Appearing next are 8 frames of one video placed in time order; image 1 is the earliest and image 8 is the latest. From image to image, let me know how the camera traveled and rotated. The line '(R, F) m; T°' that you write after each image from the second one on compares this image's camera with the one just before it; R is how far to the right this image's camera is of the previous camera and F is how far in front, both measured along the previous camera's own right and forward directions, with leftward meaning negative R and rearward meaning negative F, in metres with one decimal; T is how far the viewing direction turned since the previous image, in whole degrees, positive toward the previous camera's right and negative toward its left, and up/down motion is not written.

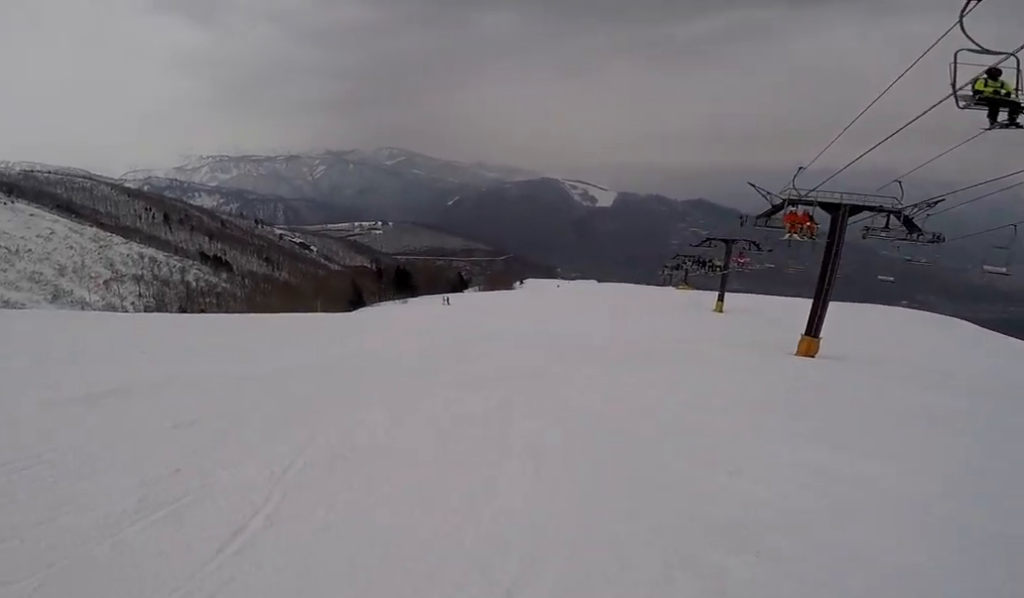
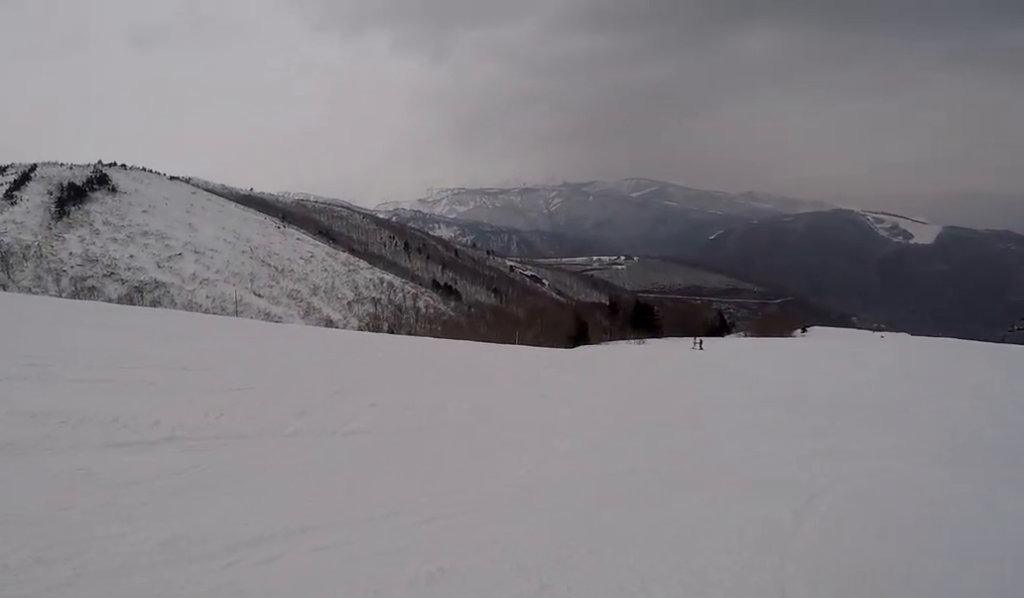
(-3.2, +7.2) m; -44°
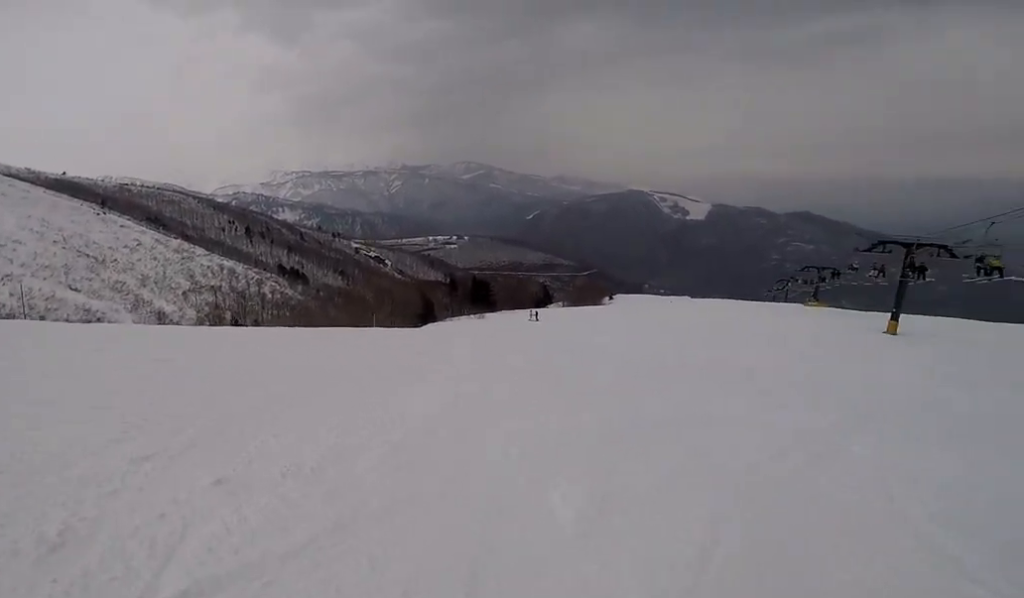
(-0.9, +3.2) m; 0°
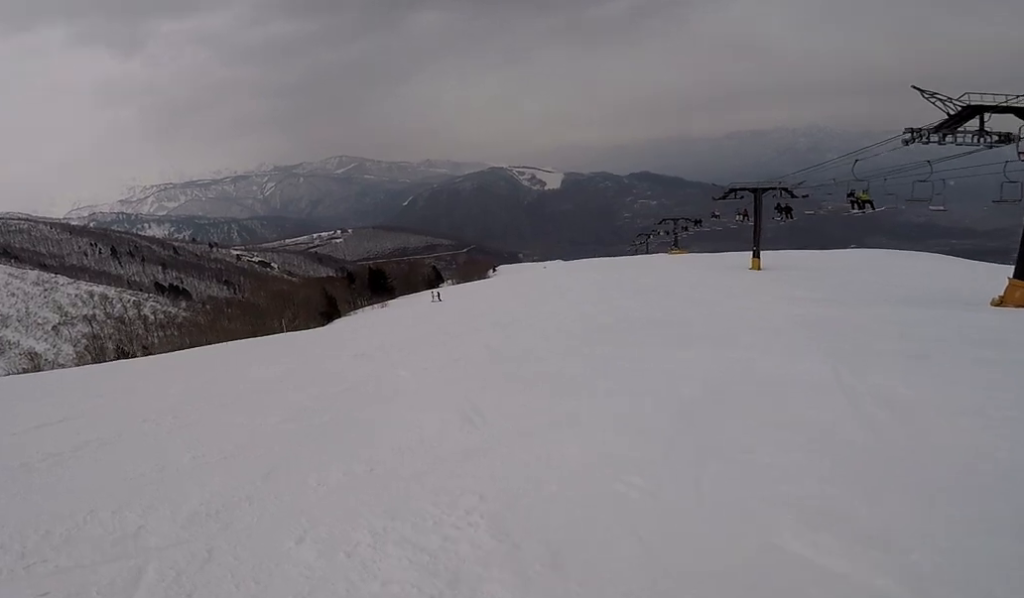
(+0.7, +2.6) m; +16°
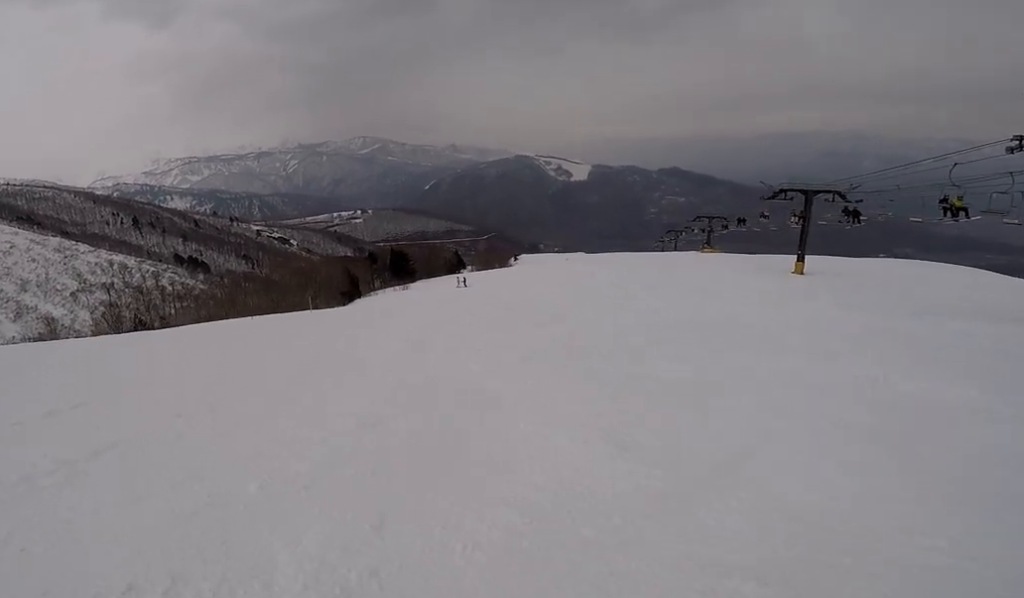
(0.0, +2.0) m; +12°
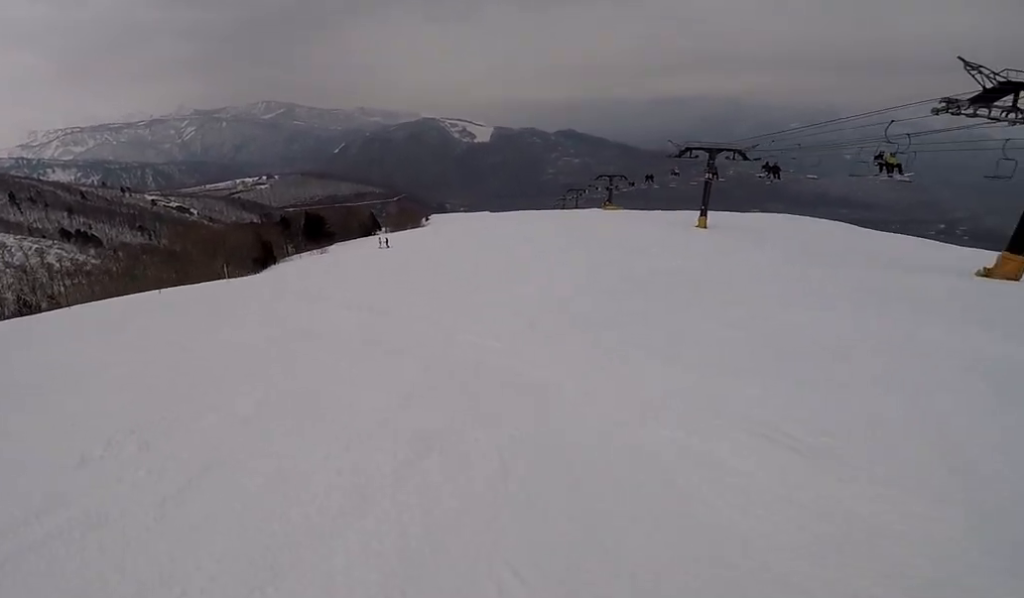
(+0.5, +2.1) m; +11°
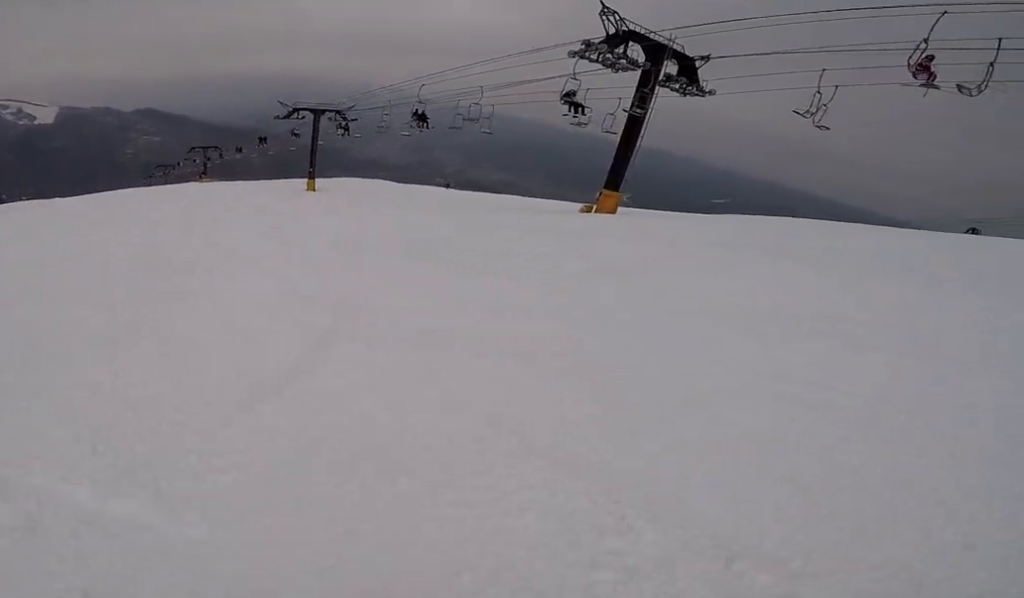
(+1.7, +6.8) m; +43°
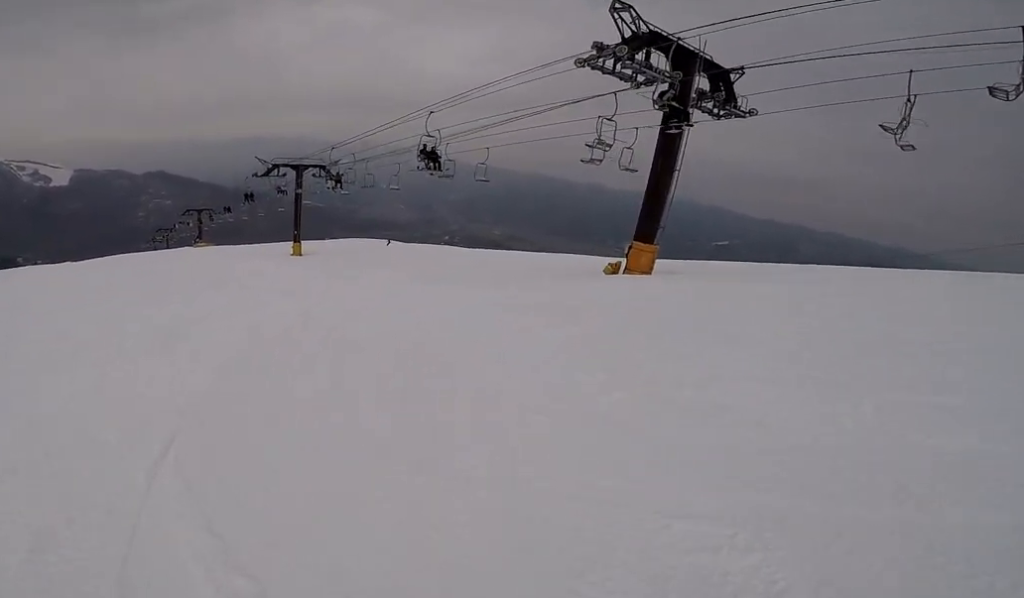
(+2.8, +6.8) m; +7°
